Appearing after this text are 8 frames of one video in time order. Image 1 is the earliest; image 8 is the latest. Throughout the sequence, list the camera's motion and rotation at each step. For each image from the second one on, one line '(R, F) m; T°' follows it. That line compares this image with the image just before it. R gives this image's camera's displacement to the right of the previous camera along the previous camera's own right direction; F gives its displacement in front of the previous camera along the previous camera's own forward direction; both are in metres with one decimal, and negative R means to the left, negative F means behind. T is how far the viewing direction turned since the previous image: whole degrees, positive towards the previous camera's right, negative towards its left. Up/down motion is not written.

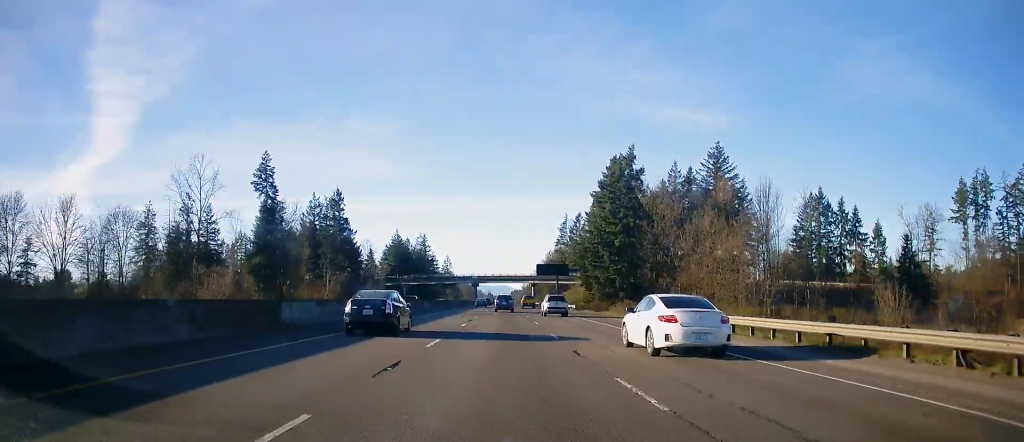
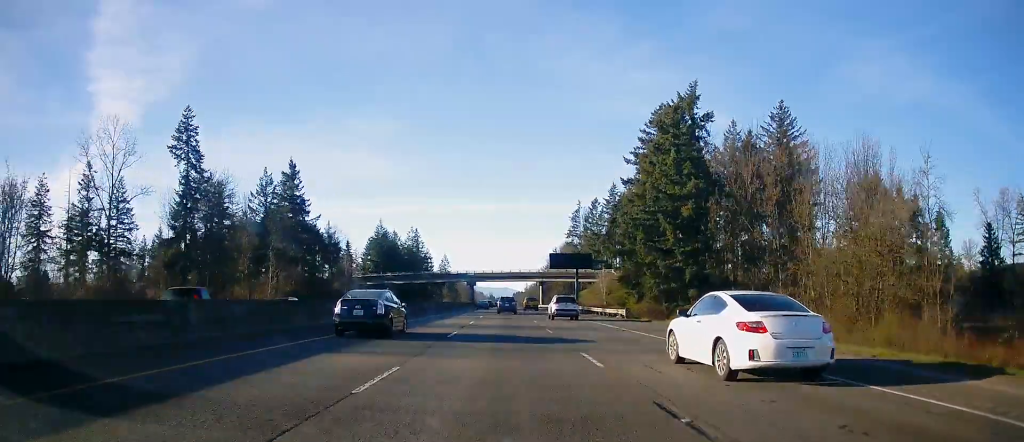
(-0.2, +31.6) m; 0°
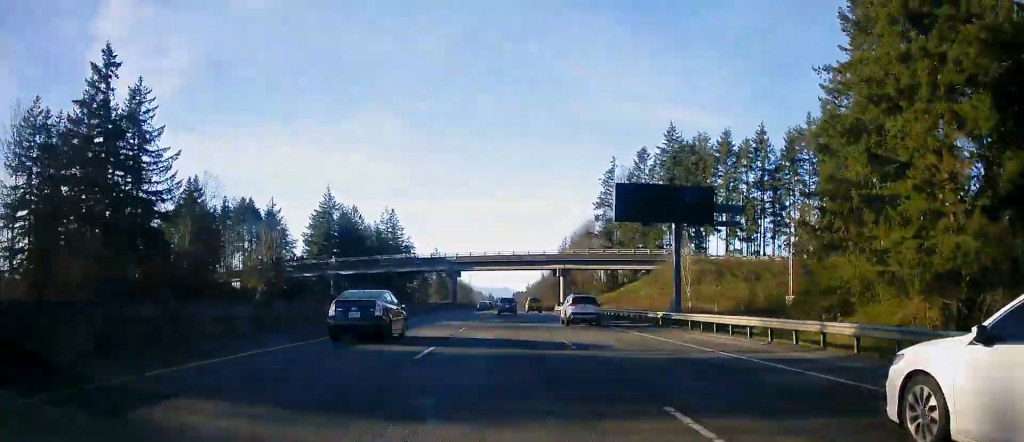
(+0.1, +55.3) m; +1°
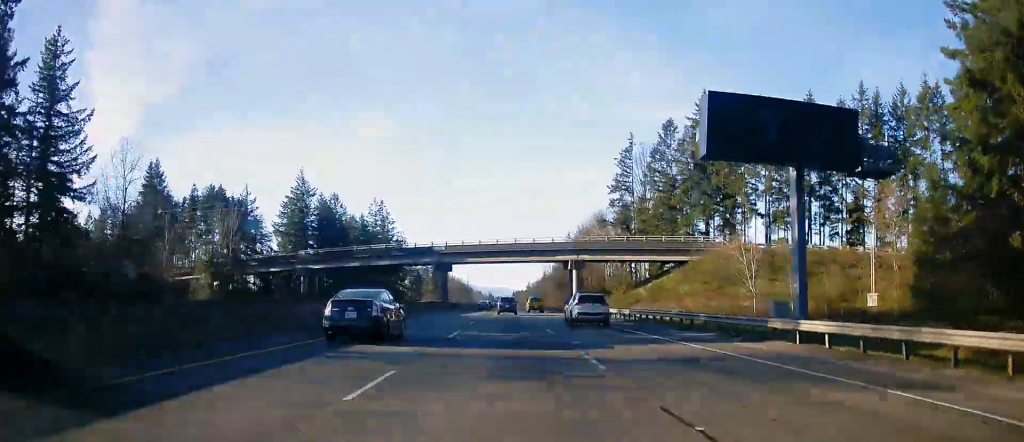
(+0.2, +17.3) m; 0°
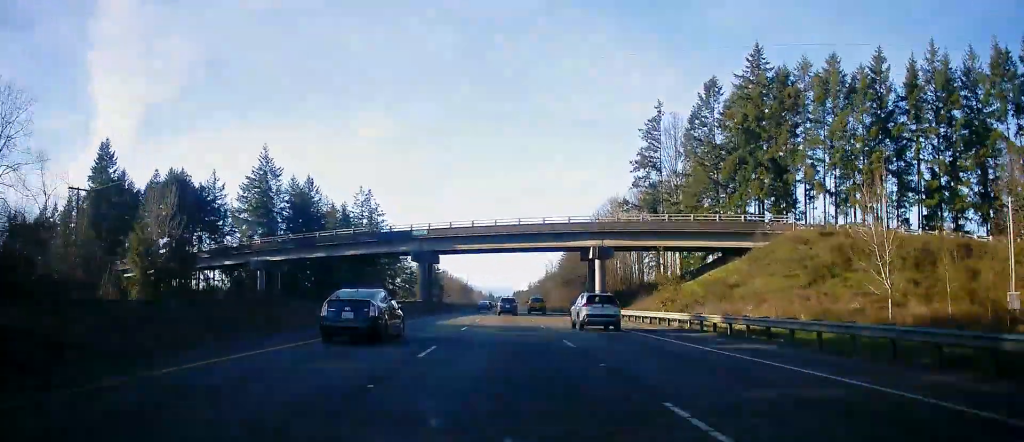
(0.0, +18.4) m; 0°
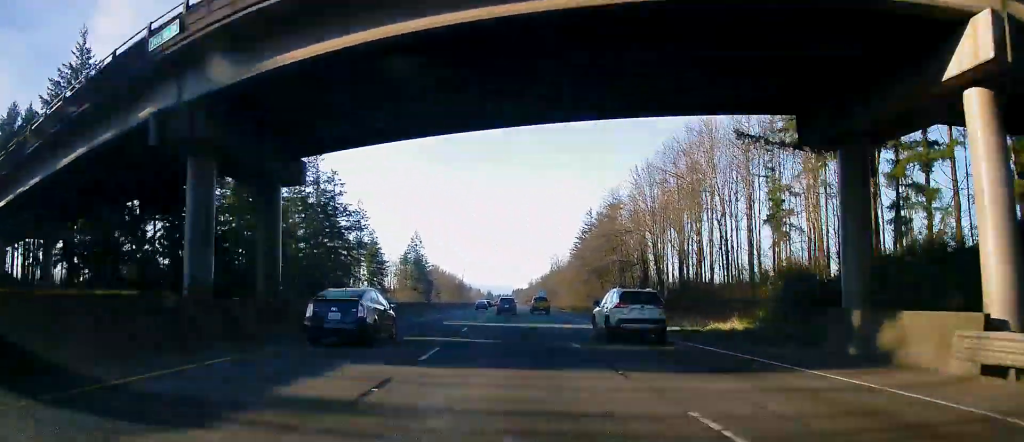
(-0.3, +48.7) m; 0°
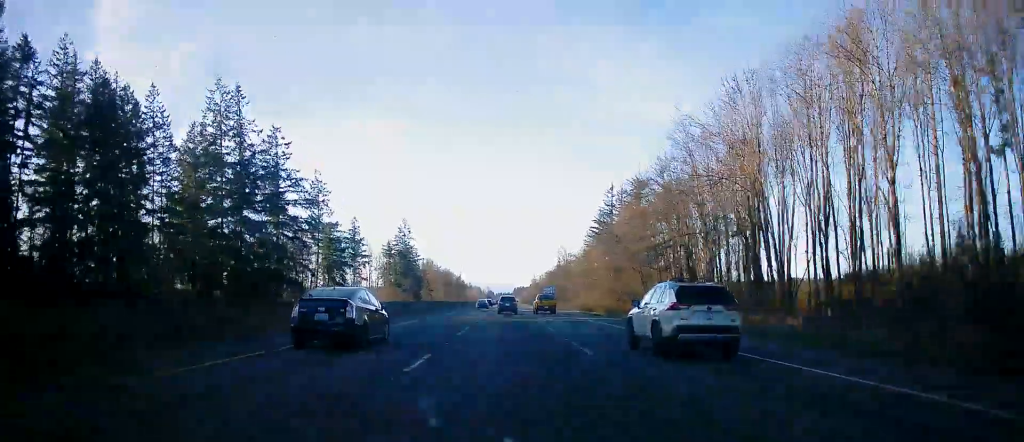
(0.0, +38.1) m; 0°
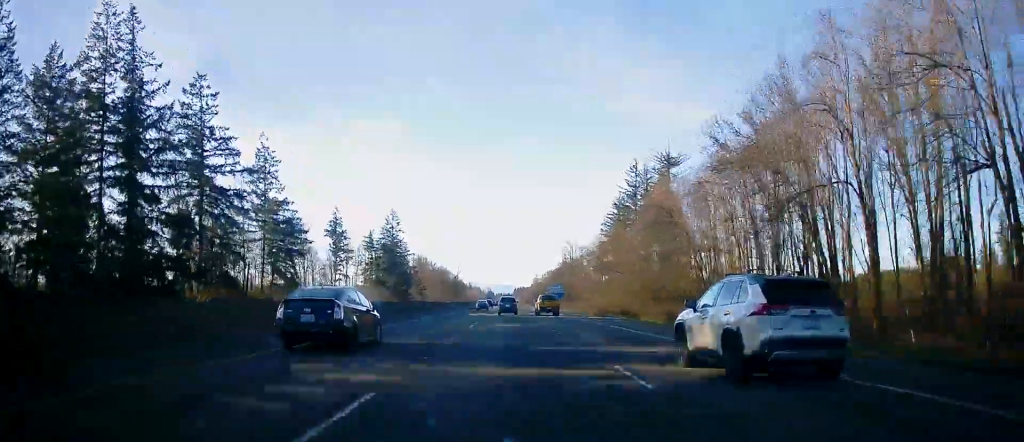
(+0.2, +29.6) m; 0°
